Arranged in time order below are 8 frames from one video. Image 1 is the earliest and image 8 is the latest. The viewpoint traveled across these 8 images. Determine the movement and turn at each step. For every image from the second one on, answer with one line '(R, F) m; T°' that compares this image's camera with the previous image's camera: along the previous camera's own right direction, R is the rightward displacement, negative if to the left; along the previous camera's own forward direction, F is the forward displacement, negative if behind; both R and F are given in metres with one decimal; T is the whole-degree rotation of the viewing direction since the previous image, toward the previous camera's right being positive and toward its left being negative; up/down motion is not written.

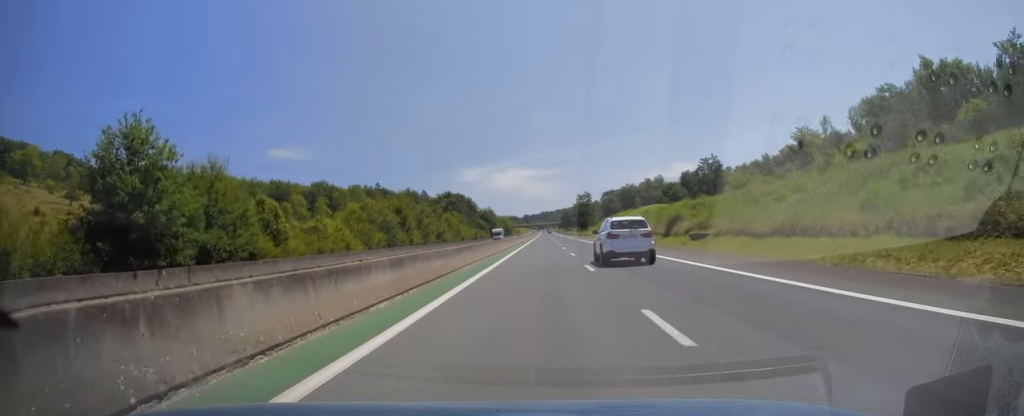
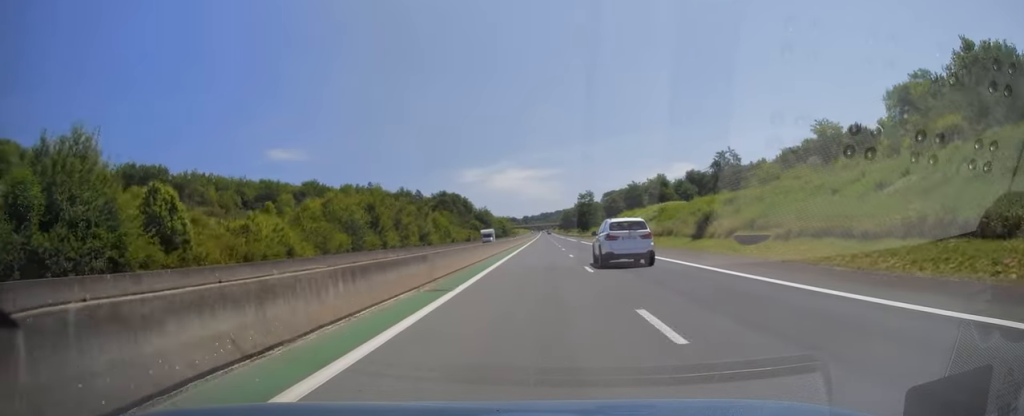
(-0.1, +12.8) m; 0°
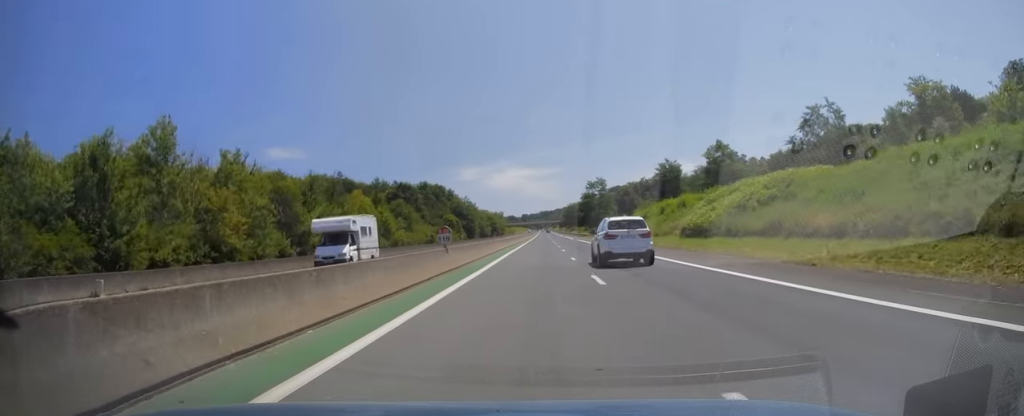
(+0.3, +44.1) m; 0°
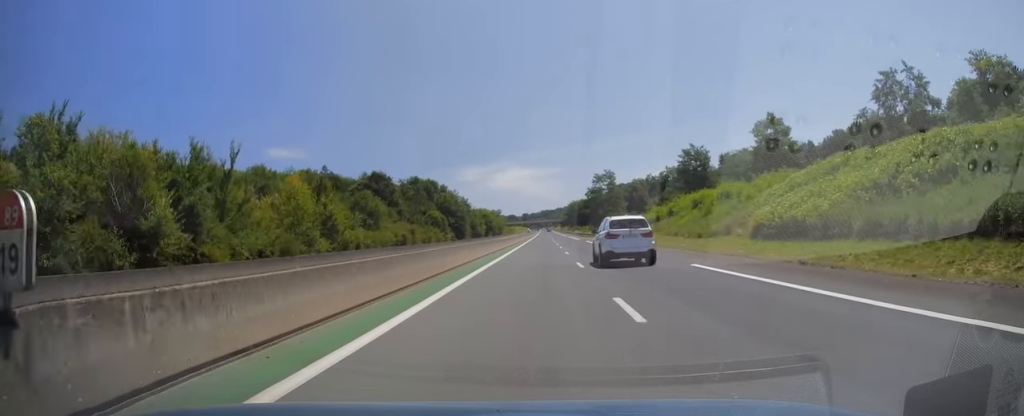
(-0.2, +19.0) m; -1°
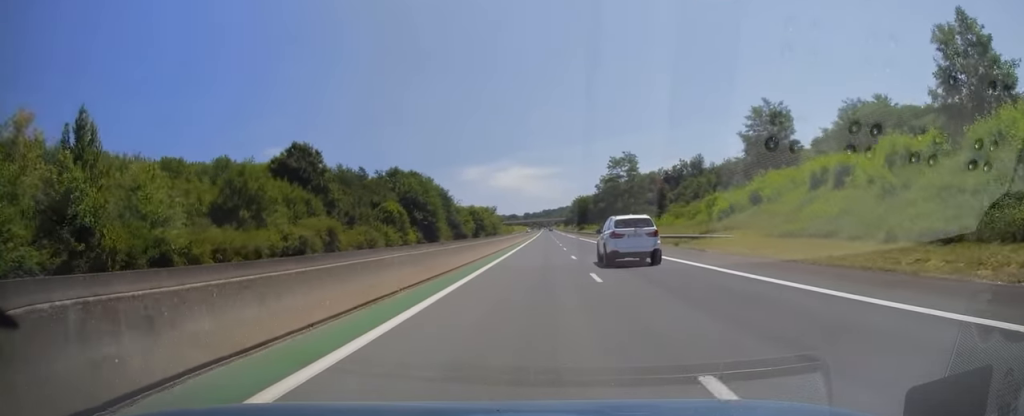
(0.0, +32.2) m; 0°
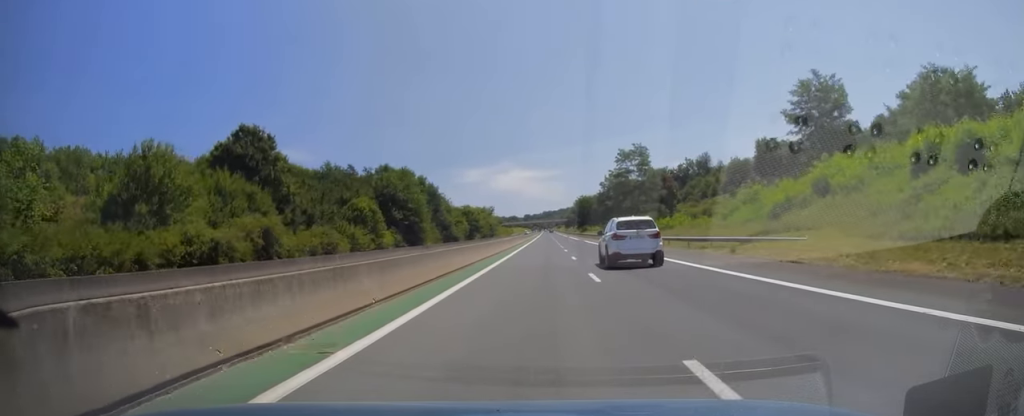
(0.0, +12.3) m; 0°
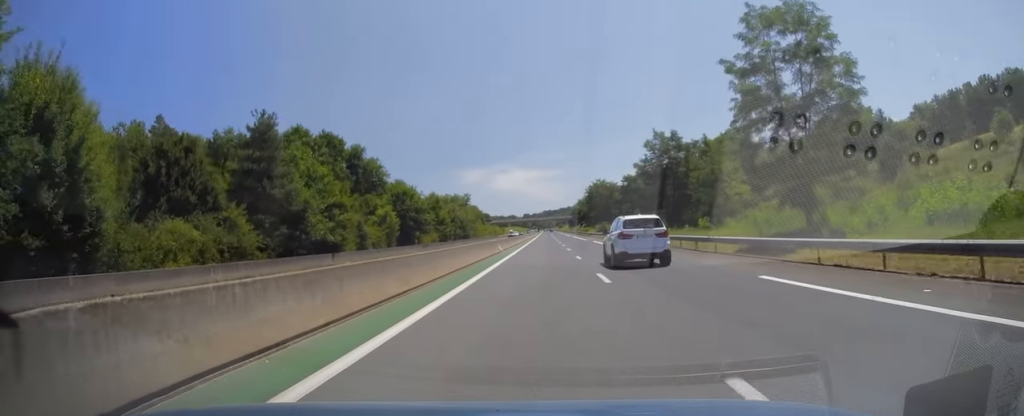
(+0.1, +65.4) m; 0°
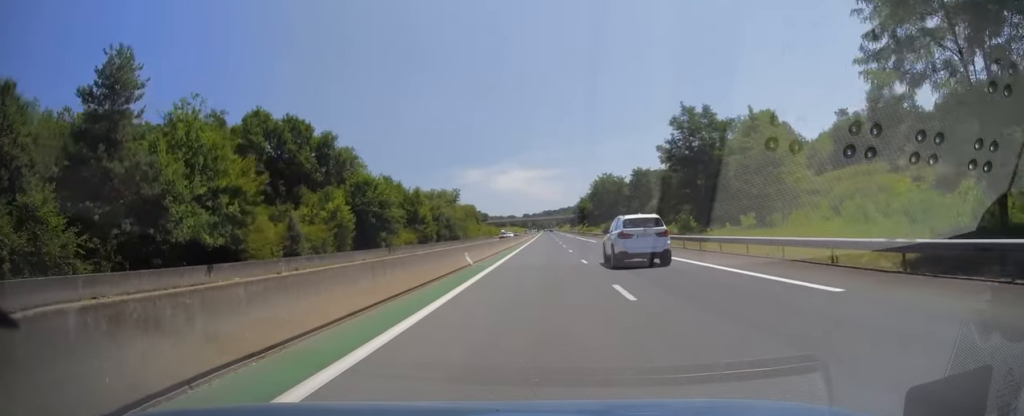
(0.0, +16.8) m; 0°
